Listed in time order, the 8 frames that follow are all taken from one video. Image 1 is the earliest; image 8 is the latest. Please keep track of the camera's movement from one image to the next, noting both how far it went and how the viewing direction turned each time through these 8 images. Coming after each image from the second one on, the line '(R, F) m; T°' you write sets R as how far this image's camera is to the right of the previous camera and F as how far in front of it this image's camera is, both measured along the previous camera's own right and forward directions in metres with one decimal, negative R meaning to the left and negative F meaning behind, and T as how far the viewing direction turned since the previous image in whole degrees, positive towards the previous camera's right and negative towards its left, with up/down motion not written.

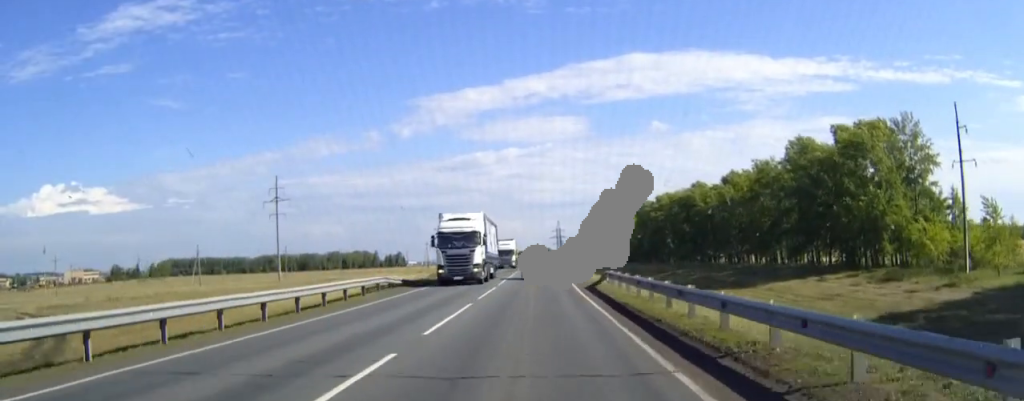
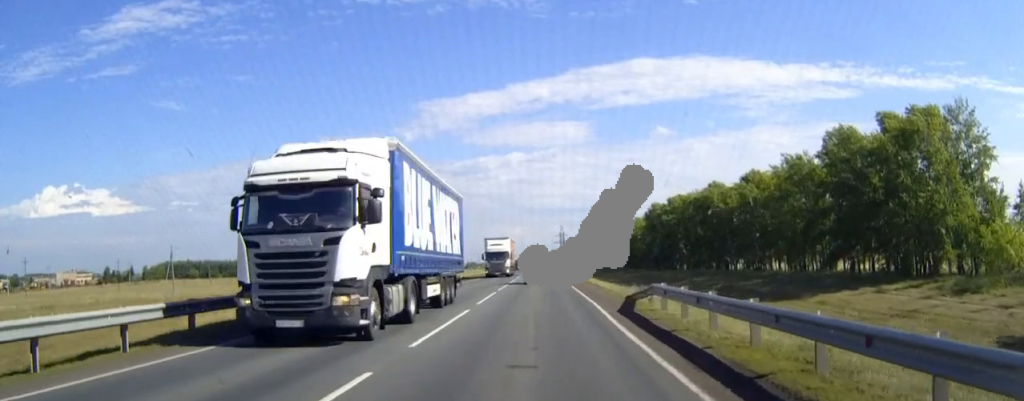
(0.0, +13.7) m; 0°
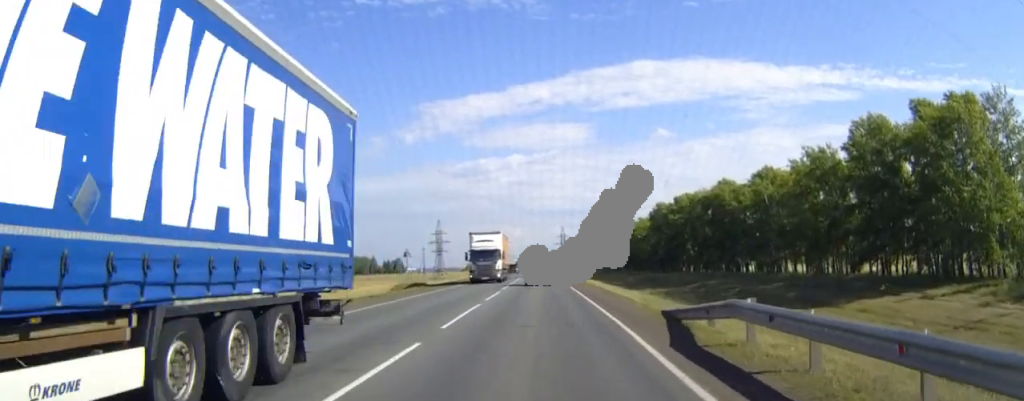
(0.0, +8.7) m; 0°
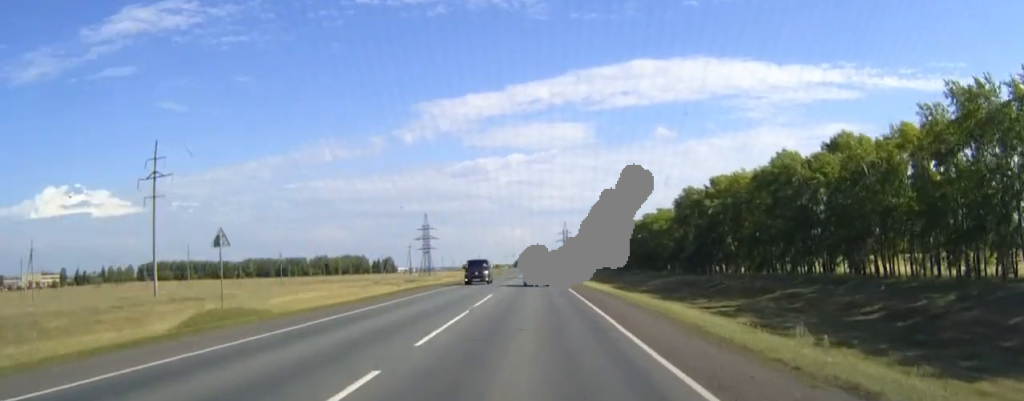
(-0.1, +38.9) m; 0°
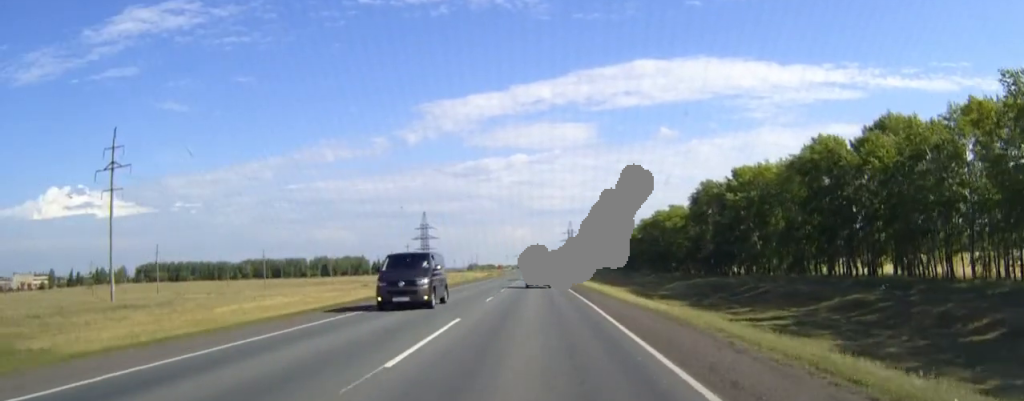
(0.0, +14.5) m; 0°
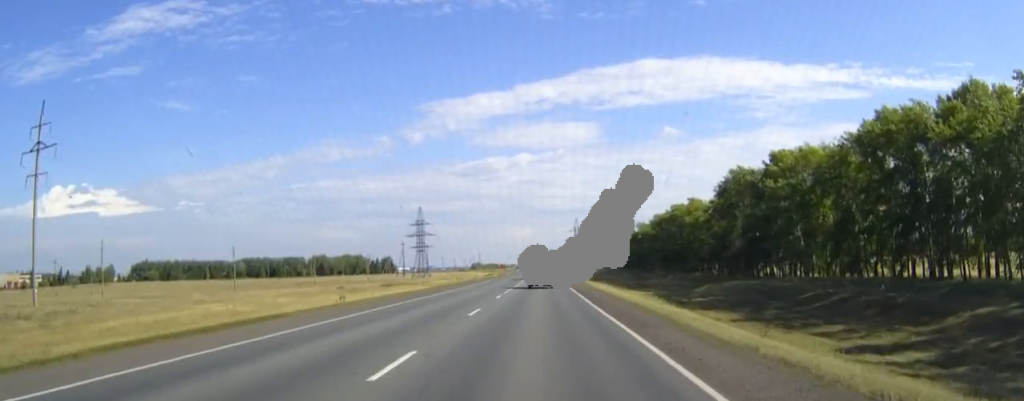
(-0.1, +20.3) m; 0°
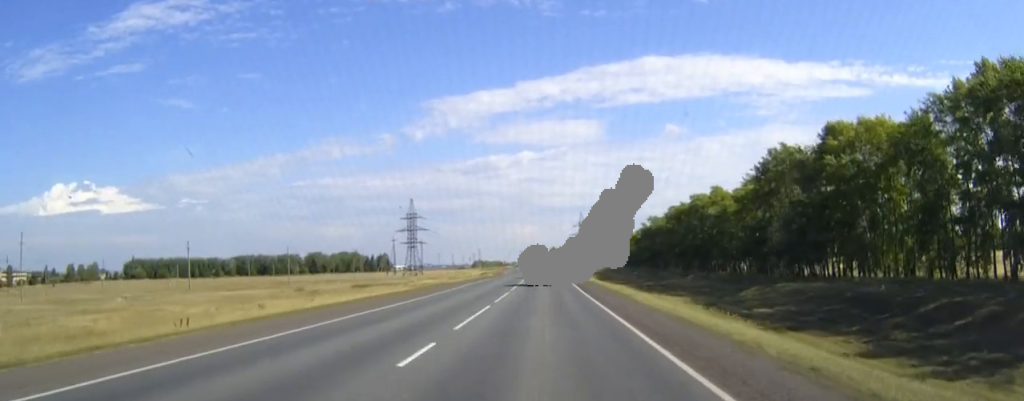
(-0.1, +22.5) m; 0°
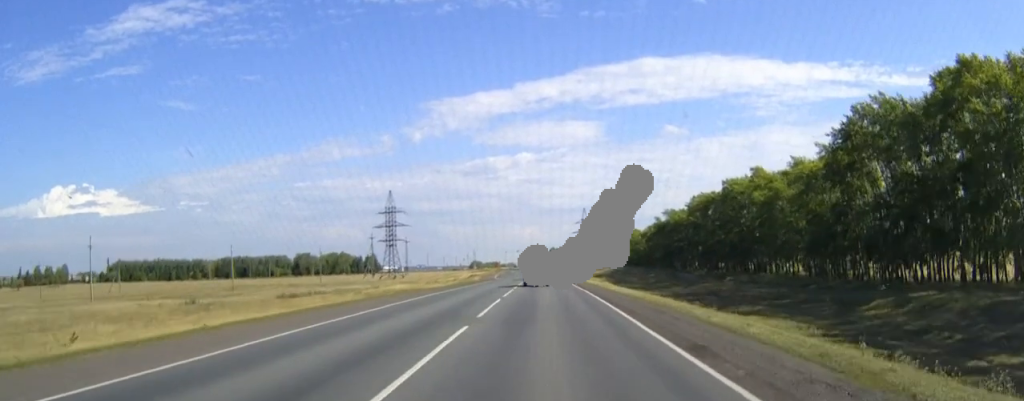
(0.0, +32.8) m; 0°
